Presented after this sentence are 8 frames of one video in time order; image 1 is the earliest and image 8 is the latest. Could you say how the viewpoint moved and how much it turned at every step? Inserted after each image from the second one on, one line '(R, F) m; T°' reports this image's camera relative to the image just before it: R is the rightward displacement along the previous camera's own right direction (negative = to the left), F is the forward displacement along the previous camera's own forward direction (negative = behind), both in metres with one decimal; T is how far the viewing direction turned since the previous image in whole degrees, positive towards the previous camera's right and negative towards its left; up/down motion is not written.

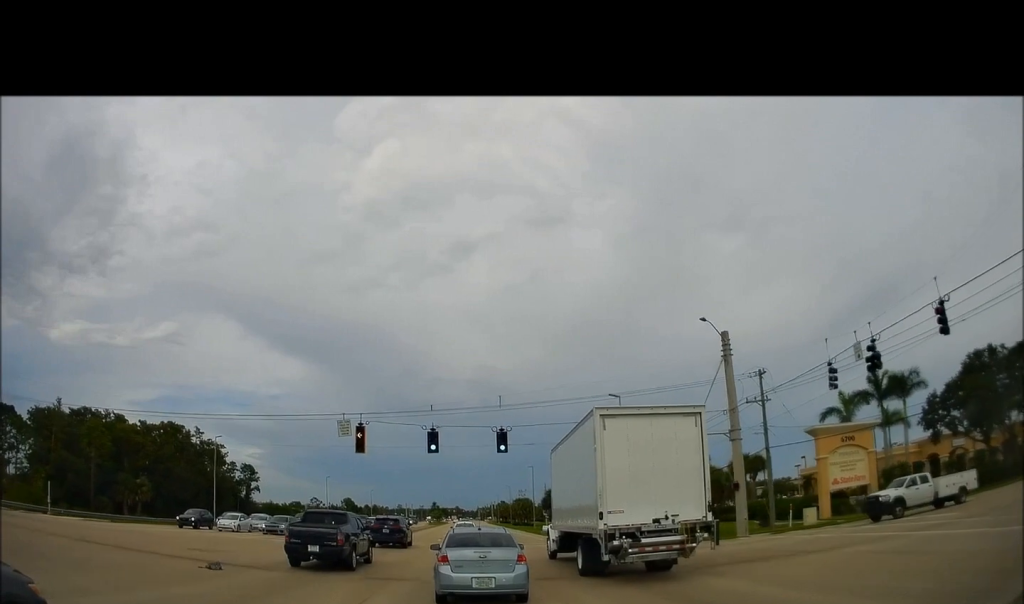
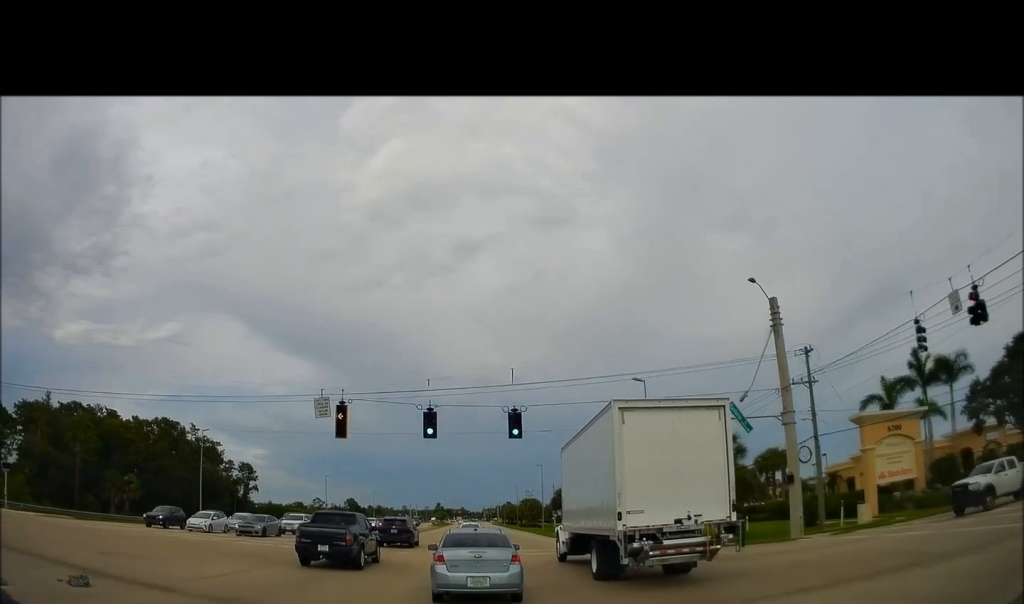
(0.0, +5.1) m; 0°
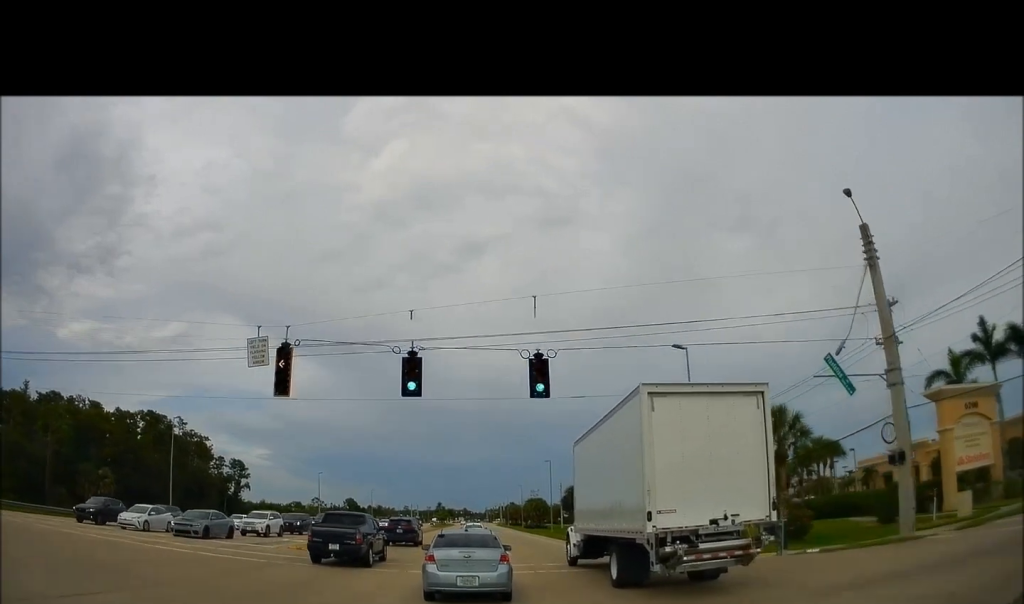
(0.0, +7.9) m; -1°
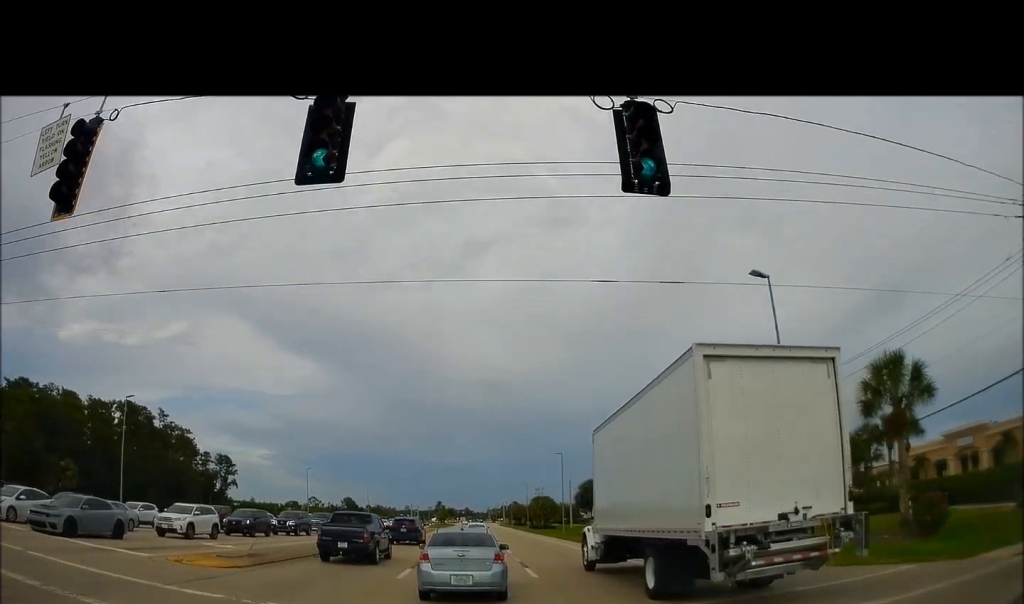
(-0.1, +10.1) m; -2°
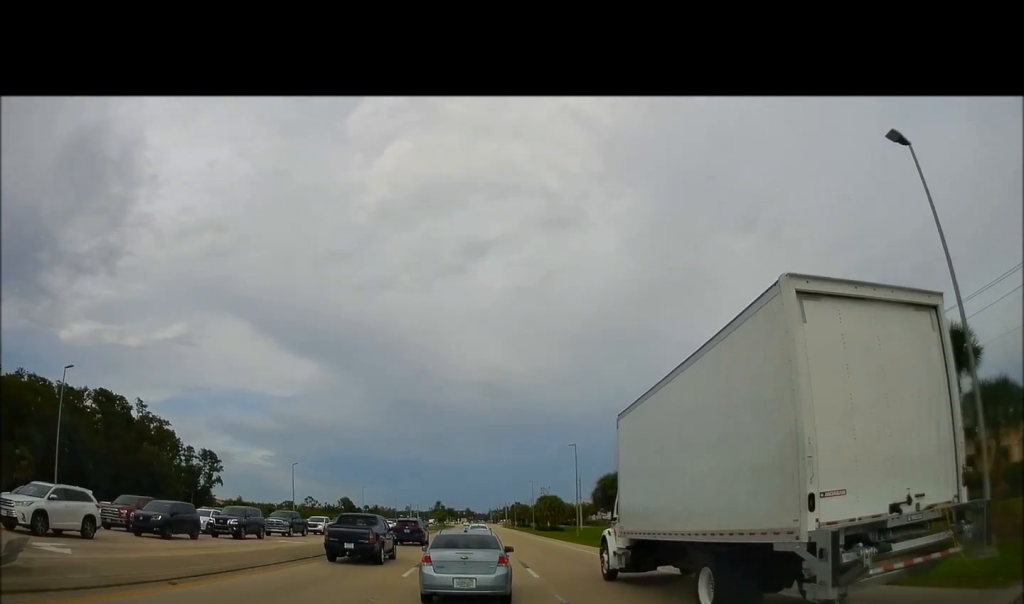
(-0.4, +10.0) m; 0°
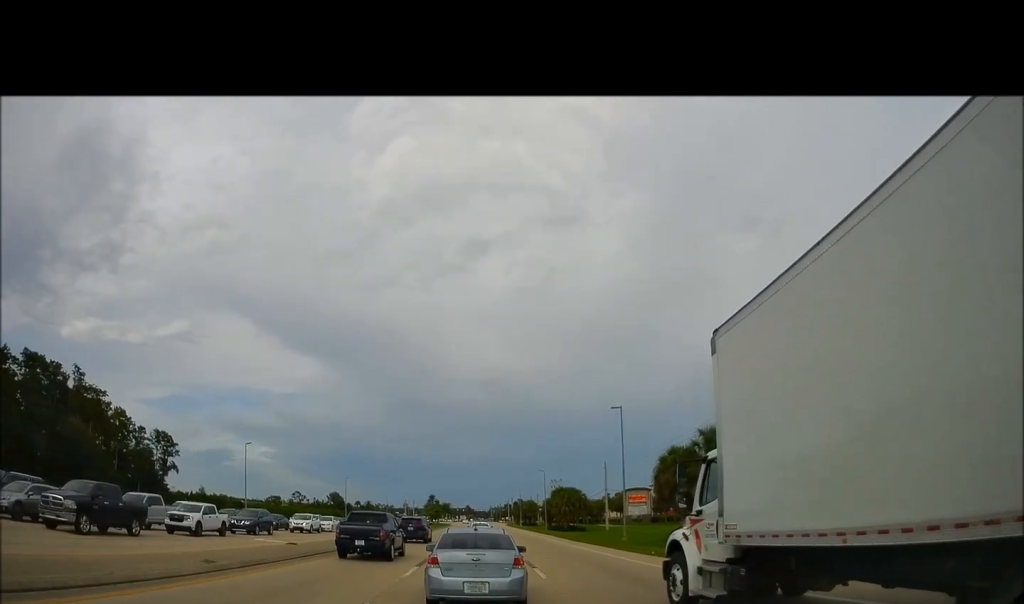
(+1.0, +23.5) m; +1°
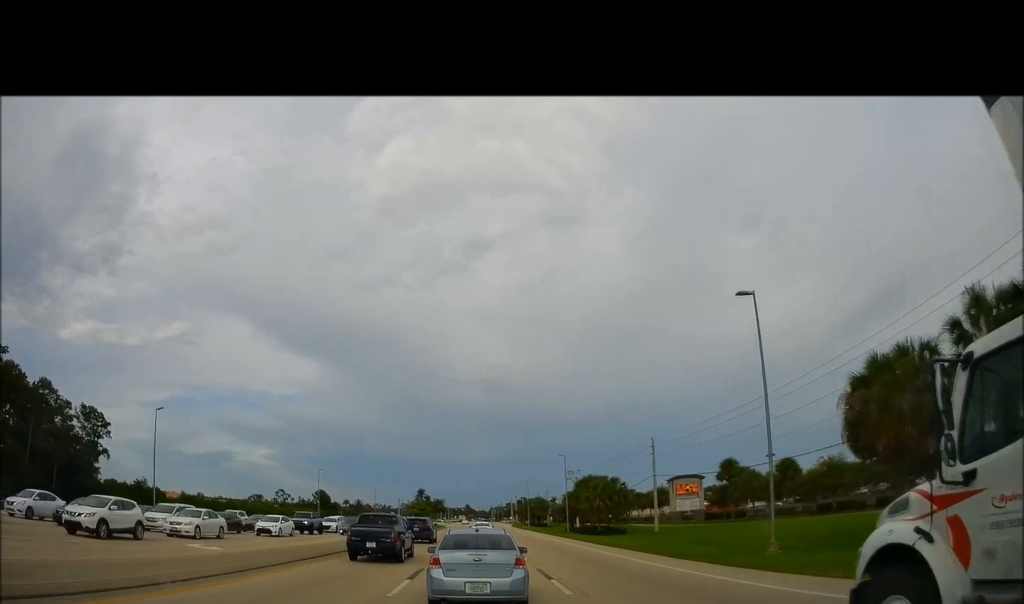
(-0.9, +28.5) m; -2°
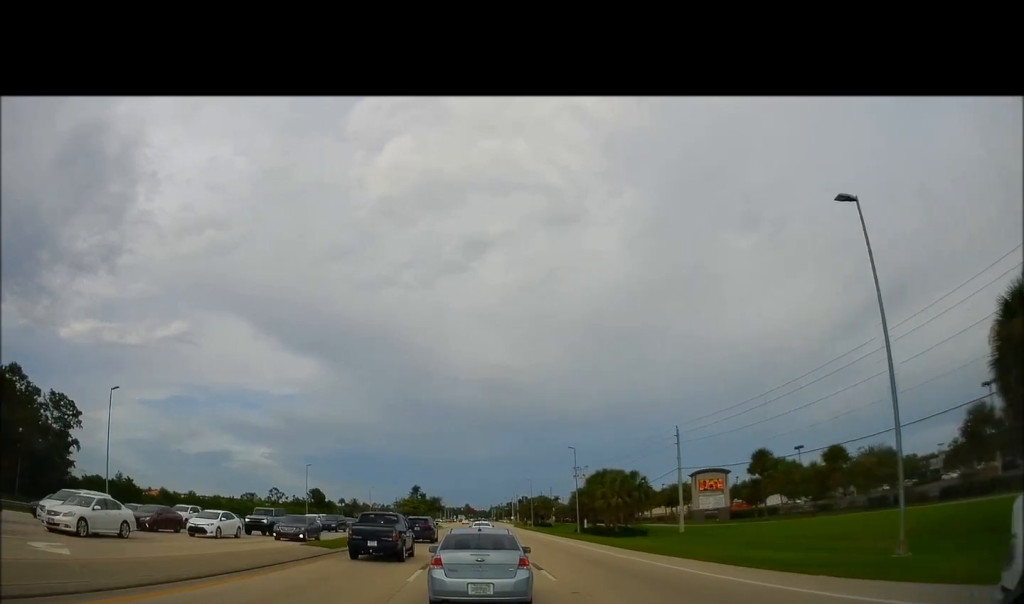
(-0.1, +9.5) m; +1°
